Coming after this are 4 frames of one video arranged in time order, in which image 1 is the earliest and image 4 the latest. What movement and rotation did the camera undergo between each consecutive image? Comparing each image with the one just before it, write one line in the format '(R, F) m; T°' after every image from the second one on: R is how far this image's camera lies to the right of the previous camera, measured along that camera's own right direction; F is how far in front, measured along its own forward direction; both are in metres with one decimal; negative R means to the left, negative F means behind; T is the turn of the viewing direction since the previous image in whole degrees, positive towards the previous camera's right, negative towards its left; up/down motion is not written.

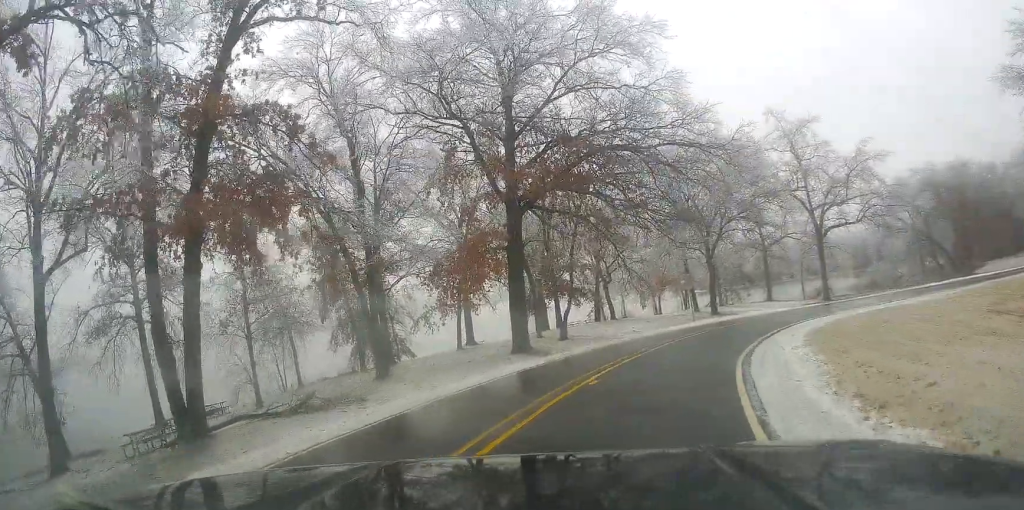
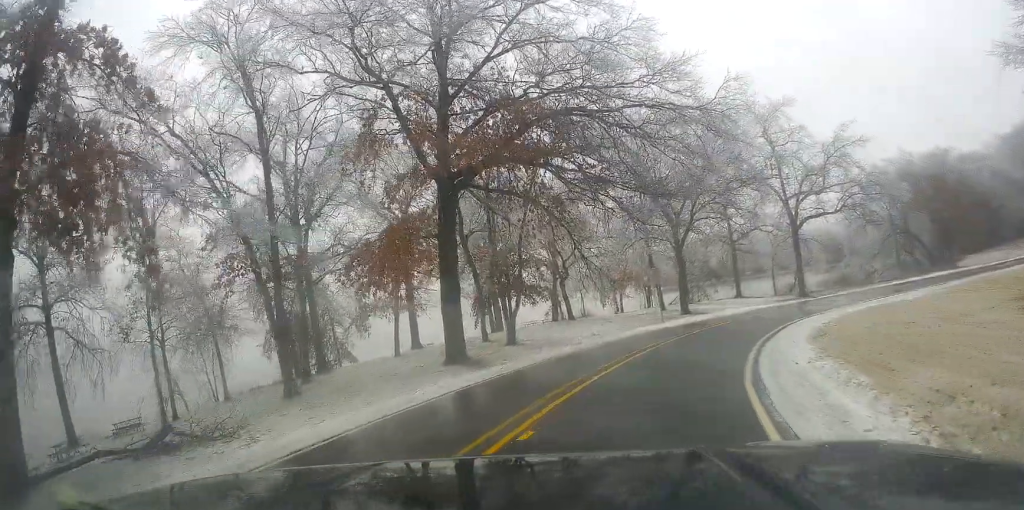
(-0.3, +5.1) m; 0°
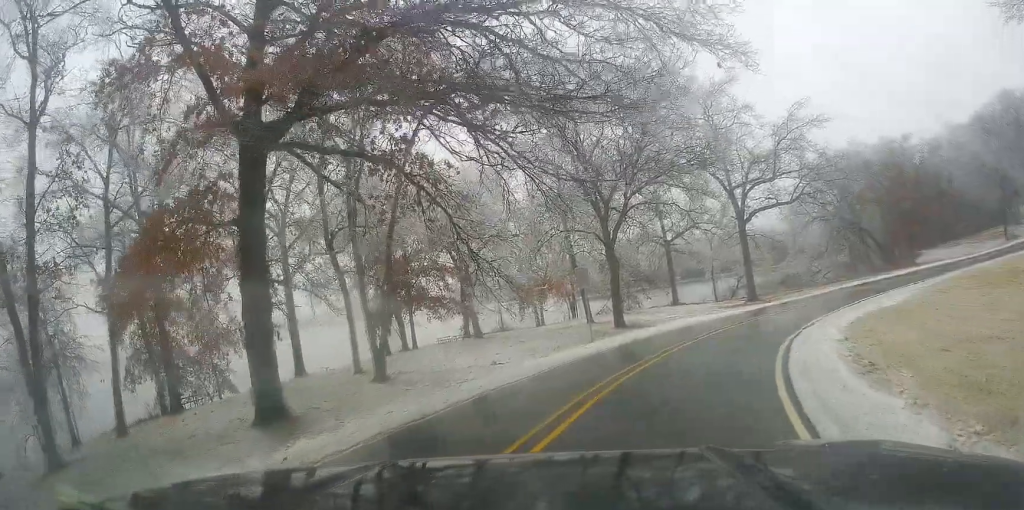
(+0.3, +8.6) m; +10°
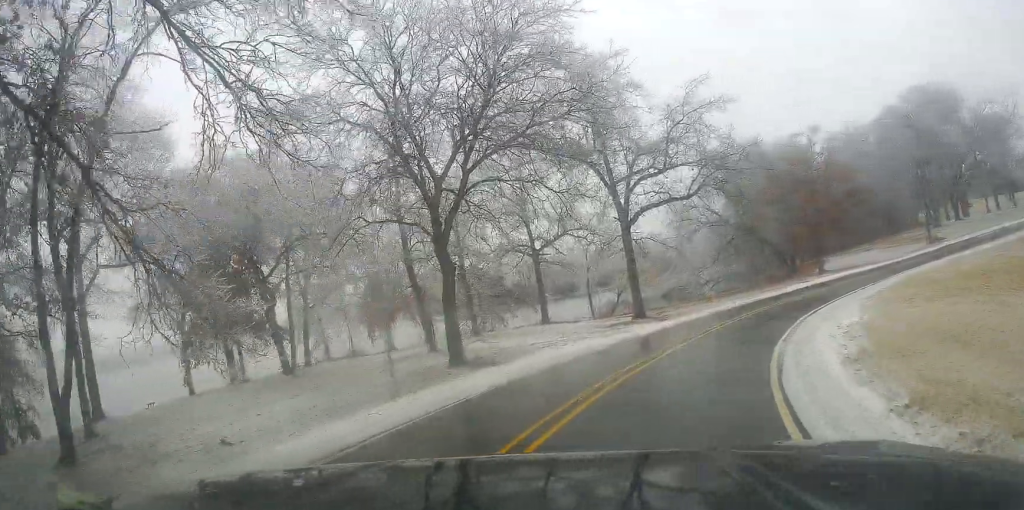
(+1.3, +10.3) m; +9°
